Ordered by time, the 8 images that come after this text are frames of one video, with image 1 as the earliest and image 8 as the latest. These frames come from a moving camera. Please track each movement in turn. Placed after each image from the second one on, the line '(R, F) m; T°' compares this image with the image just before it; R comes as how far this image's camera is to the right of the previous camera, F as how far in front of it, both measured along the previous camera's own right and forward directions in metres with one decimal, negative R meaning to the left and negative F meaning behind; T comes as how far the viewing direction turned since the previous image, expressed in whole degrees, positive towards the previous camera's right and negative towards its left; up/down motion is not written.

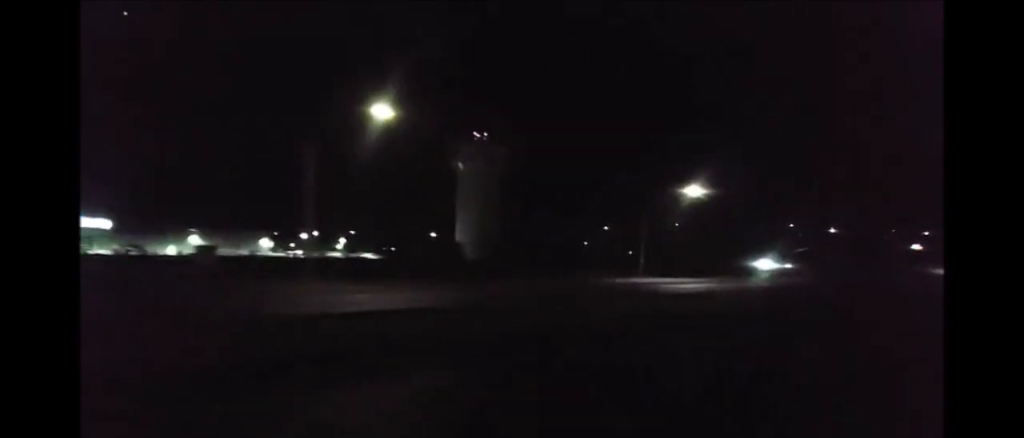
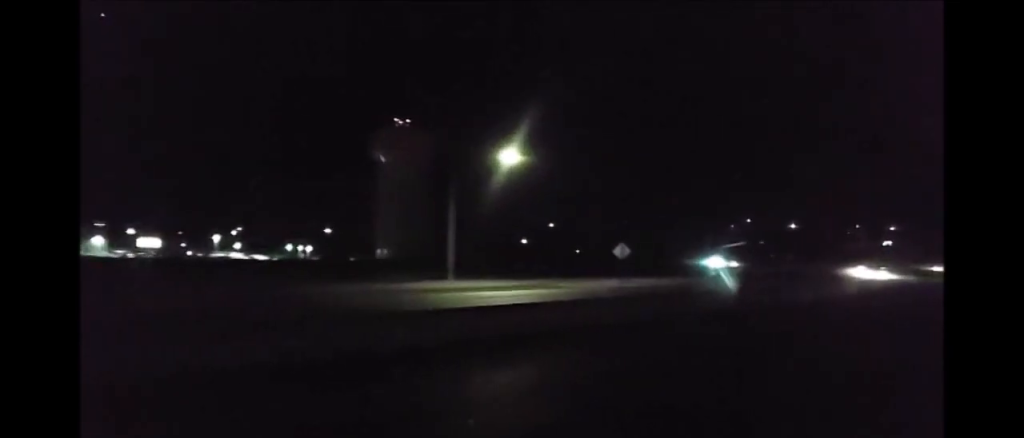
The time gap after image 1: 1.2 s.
(+0.6, +34.6) m; +2°
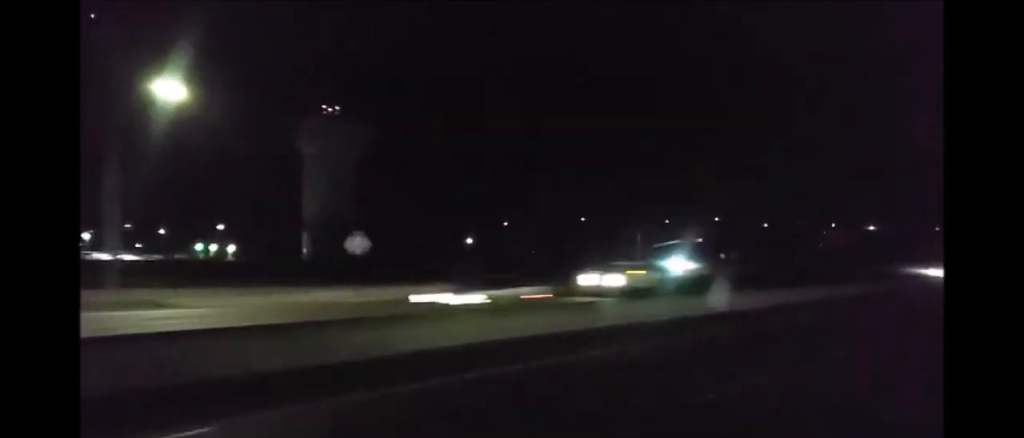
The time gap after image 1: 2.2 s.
(0.0, +28.8) m; +1°
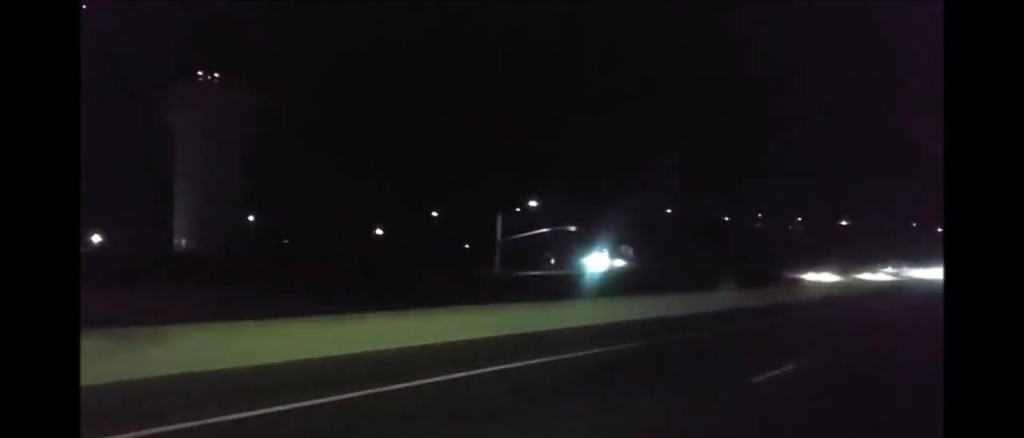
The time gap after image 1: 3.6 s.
(+0.2, +41.1) m; 0°
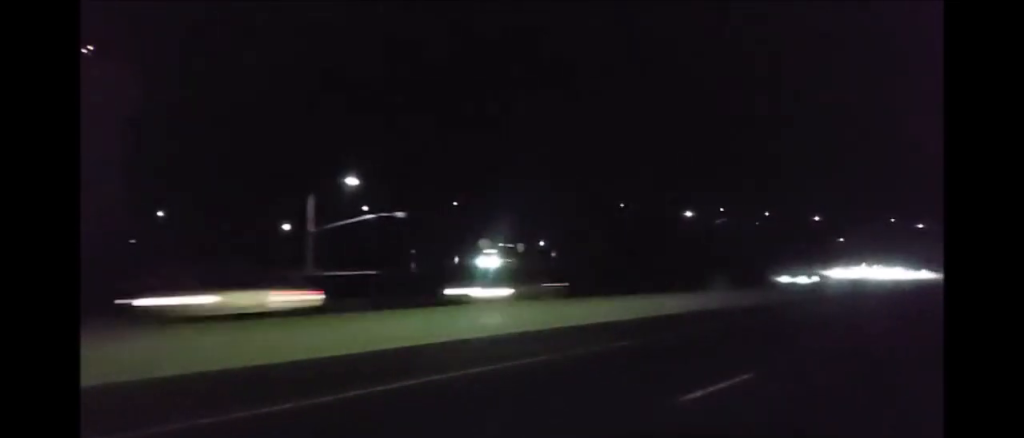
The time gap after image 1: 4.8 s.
(+0.2, +32.6) m; 0°
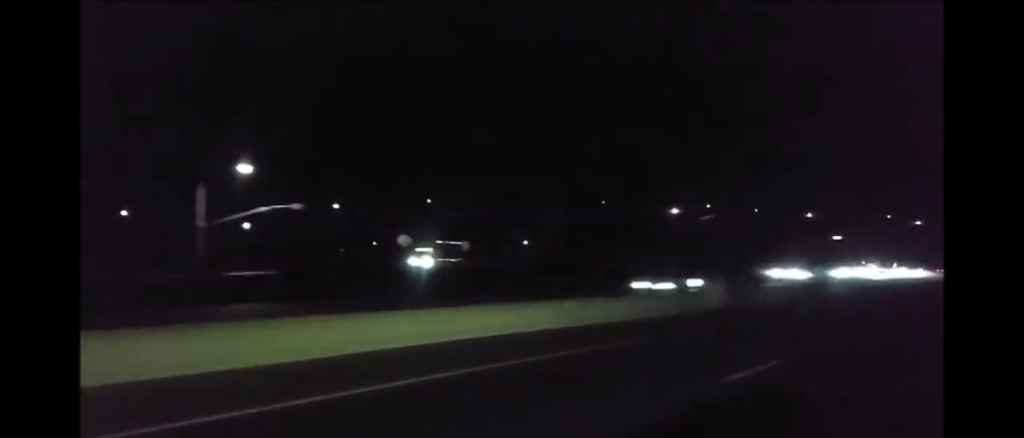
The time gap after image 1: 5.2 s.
(+0.3, +12.5) m; 0°
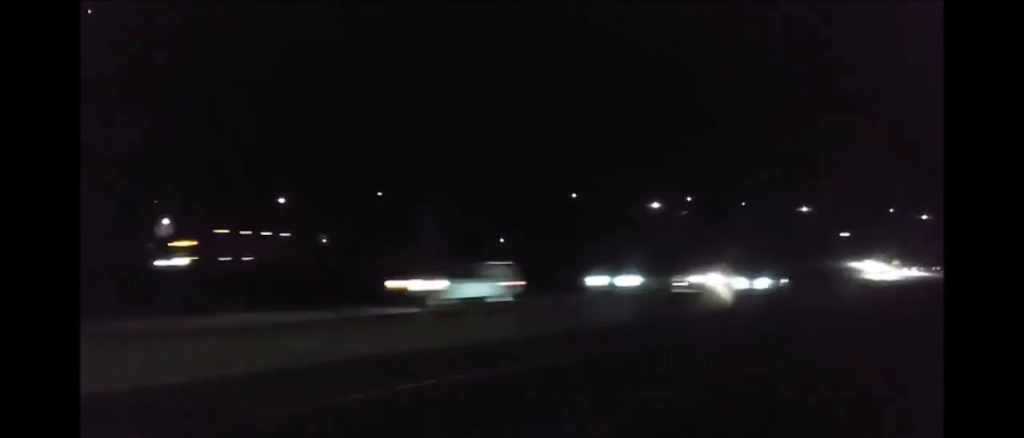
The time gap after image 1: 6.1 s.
(-0.6, +25.0) m; -1°
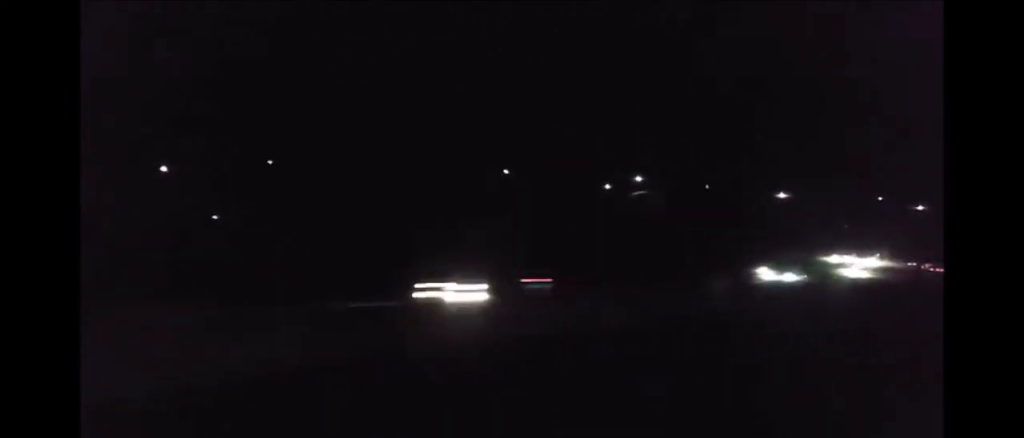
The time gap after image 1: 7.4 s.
(-0.3, +39.4) m; -1°
